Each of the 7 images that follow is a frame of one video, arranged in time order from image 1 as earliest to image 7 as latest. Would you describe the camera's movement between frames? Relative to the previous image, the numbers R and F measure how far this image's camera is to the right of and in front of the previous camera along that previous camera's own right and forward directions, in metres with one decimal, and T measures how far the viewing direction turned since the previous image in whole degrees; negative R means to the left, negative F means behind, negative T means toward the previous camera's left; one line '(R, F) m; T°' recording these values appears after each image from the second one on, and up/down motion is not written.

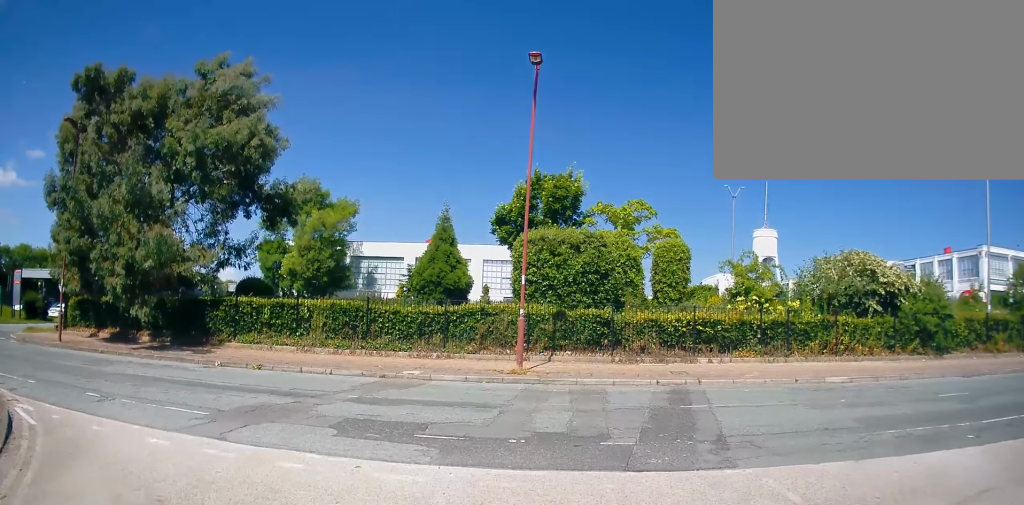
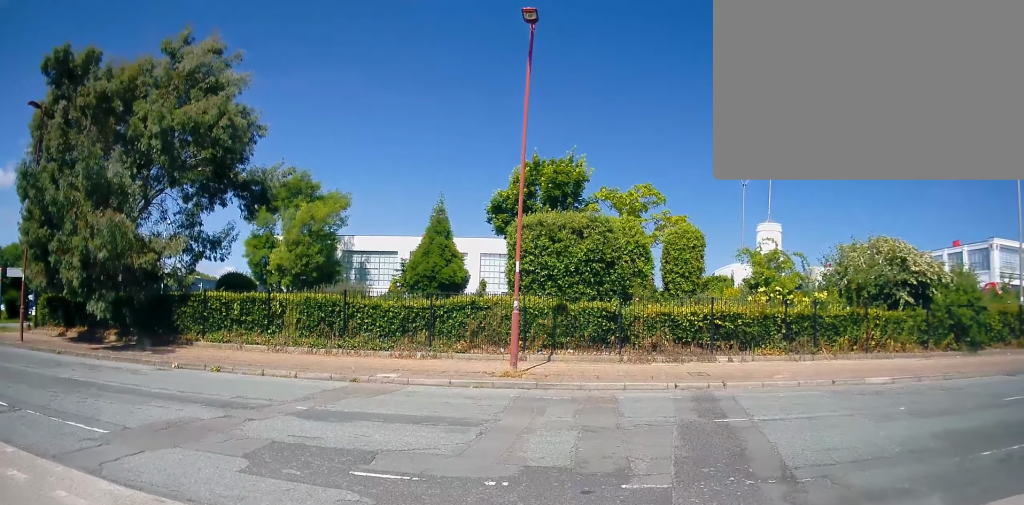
(+0.4, +2.6) m; +4°
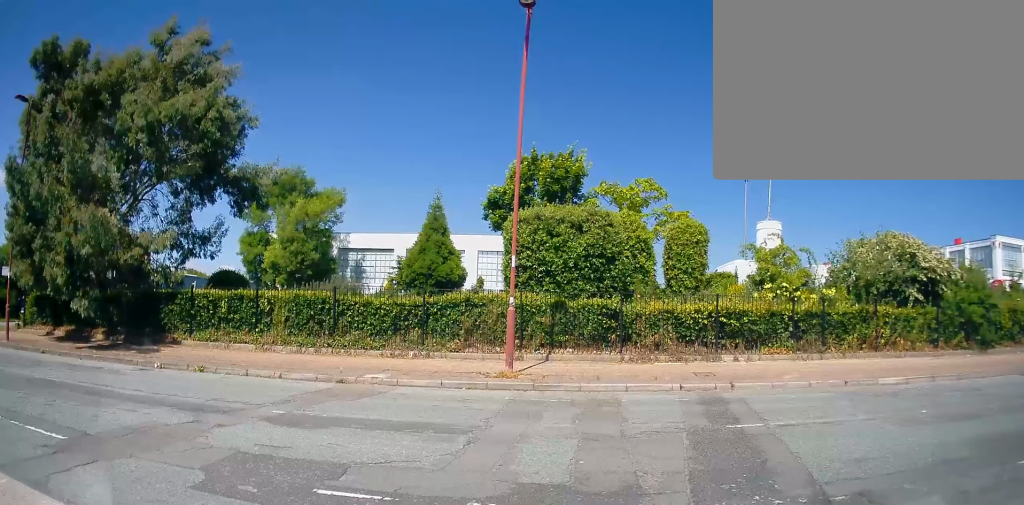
(+0.1, +0.8) m; +1°
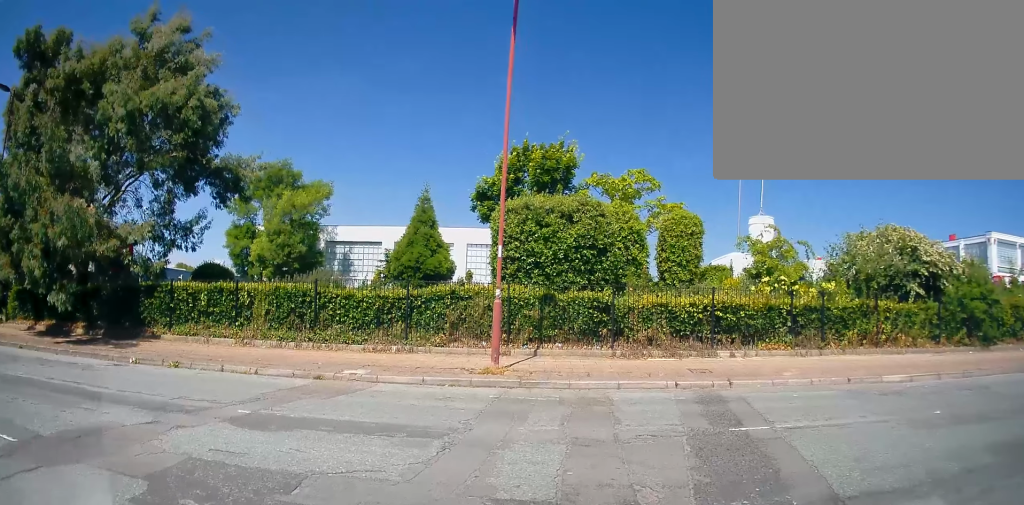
(+0.1, +0.6) m; +5°
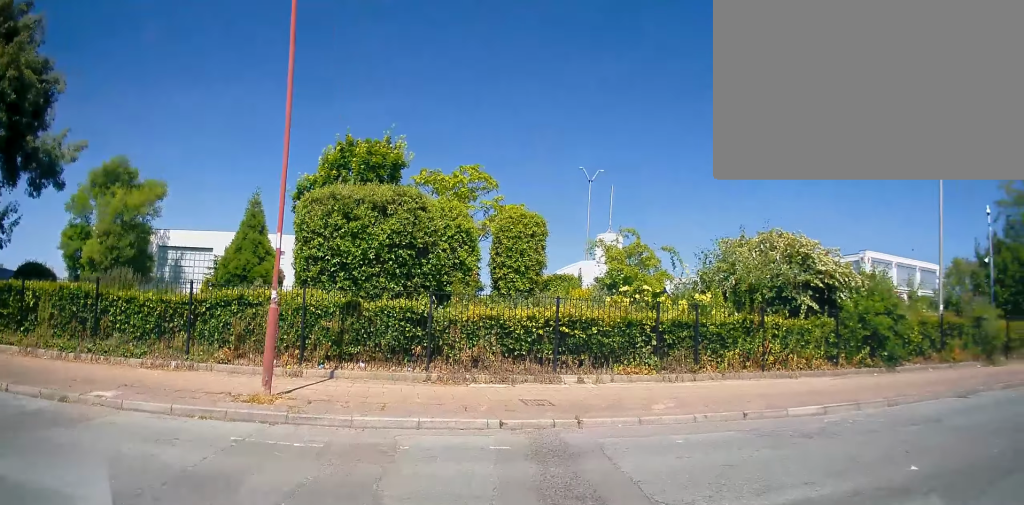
(+0.2, +2.7) m; +21°
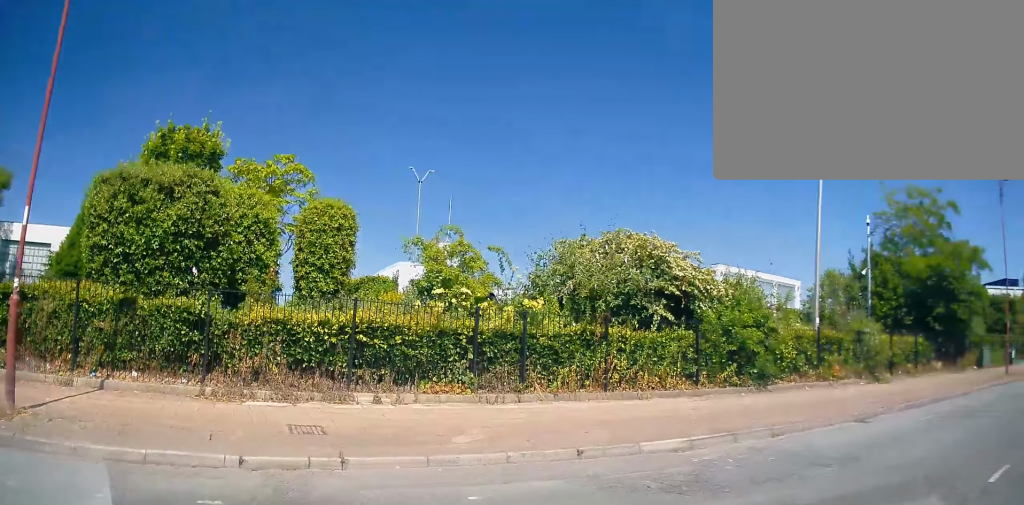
(+0.5, +2.2) m; +13°
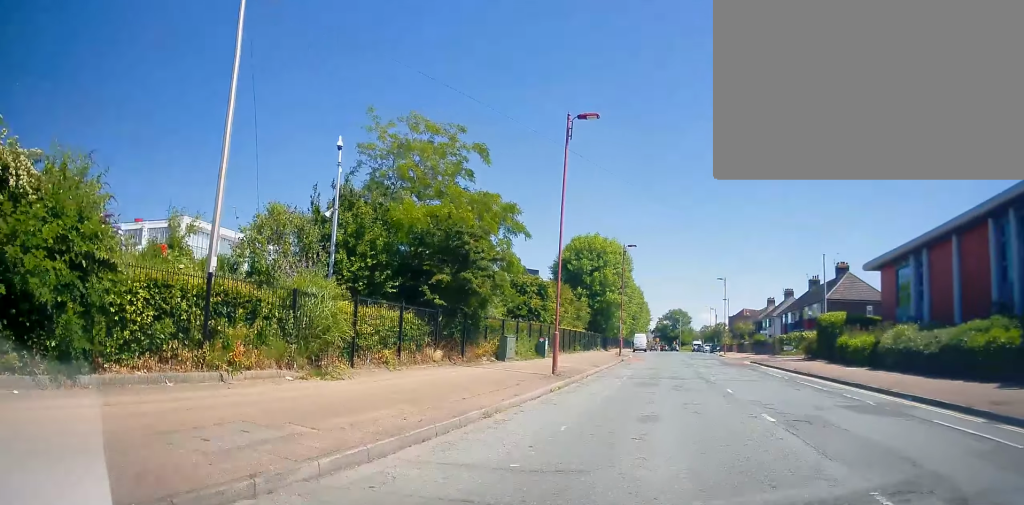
(+3.1, +7.8) m; +39°
